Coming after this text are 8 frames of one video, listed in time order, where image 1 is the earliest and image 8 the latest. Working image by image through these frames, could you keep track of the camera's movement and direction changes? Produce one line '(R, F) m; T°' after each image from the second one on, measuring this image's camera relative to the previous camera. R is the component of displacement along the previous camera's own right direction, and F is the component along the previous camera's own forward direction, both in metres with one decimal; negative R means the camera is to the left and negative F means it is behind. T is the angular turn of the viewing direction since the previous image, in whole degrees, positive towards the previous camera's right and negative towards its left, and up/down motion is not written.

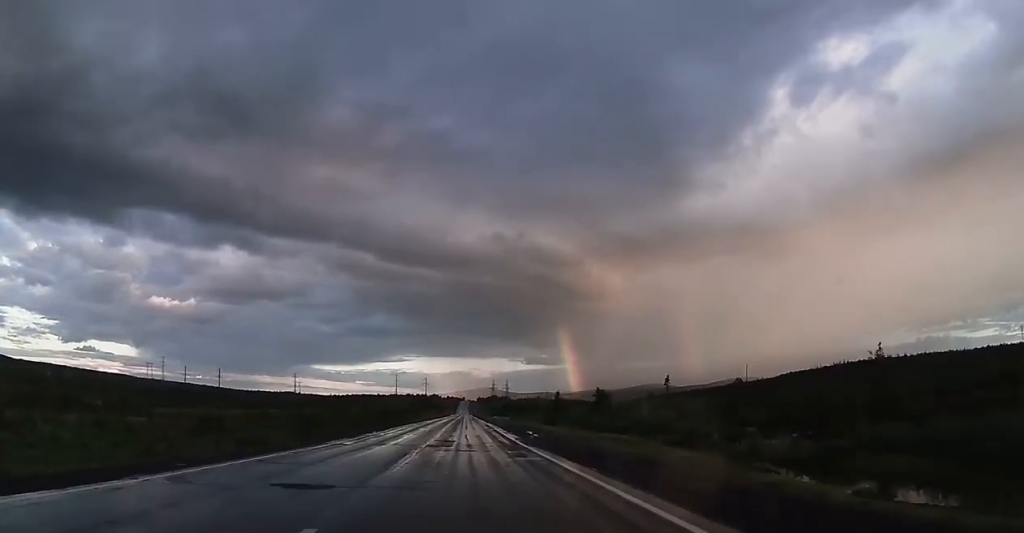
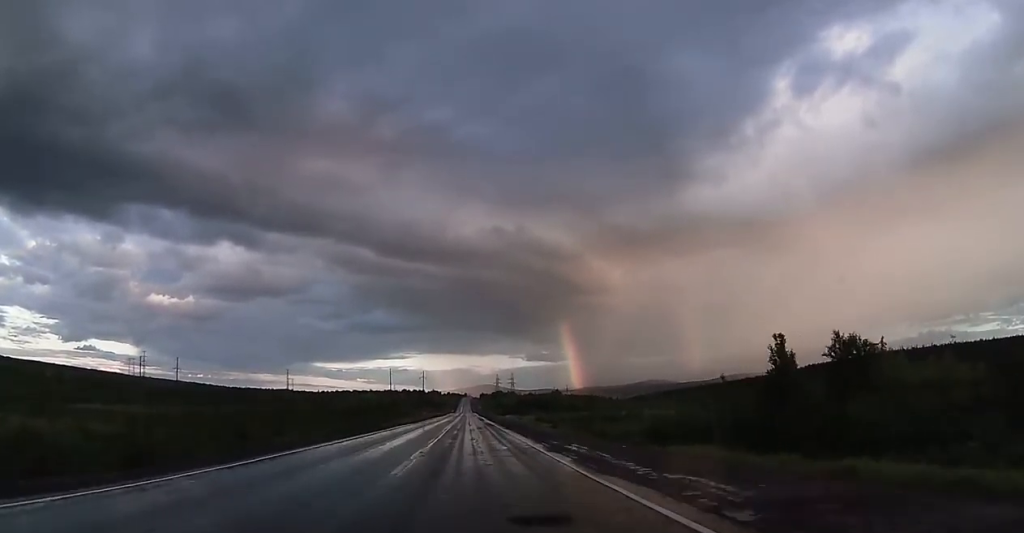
(0.0, +62.5) m; 0°
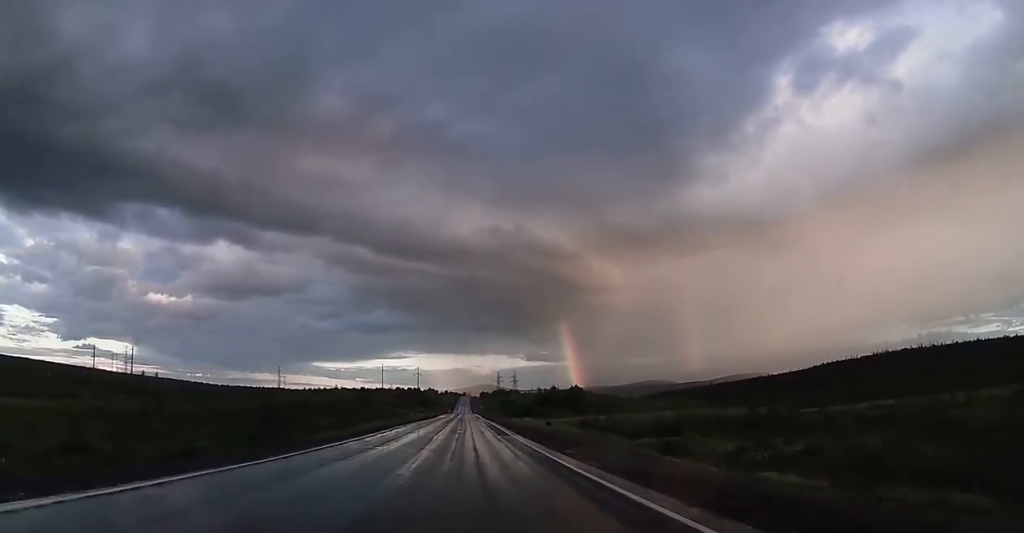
(0.0, +47.3) m; 0°
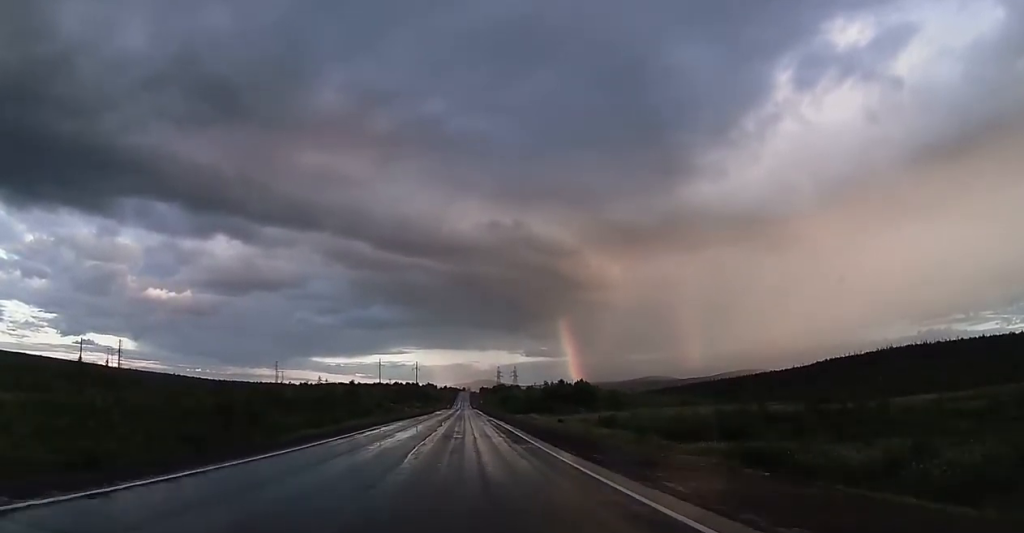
(0.0, +11.4) m; 0°
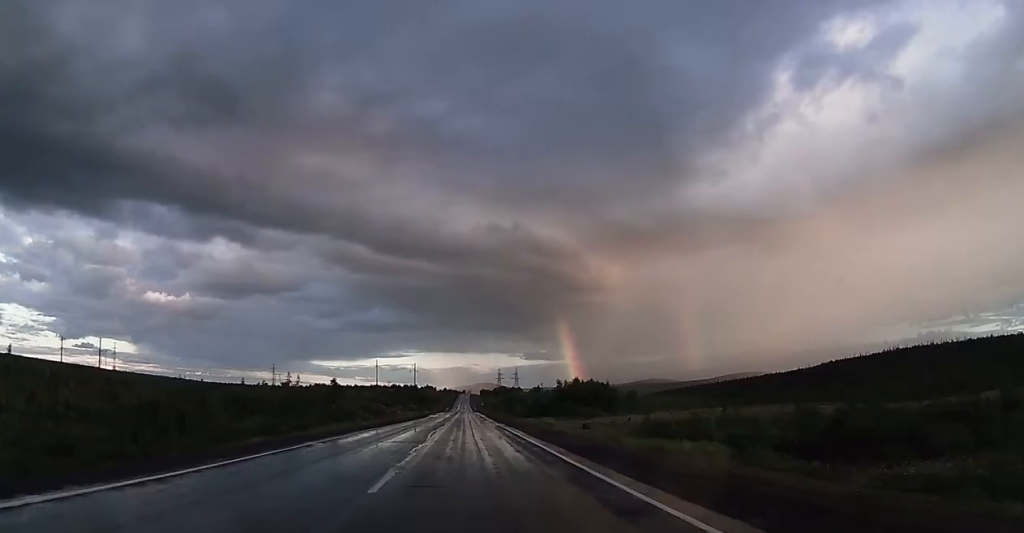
(0.0, +16.1) m; 0°
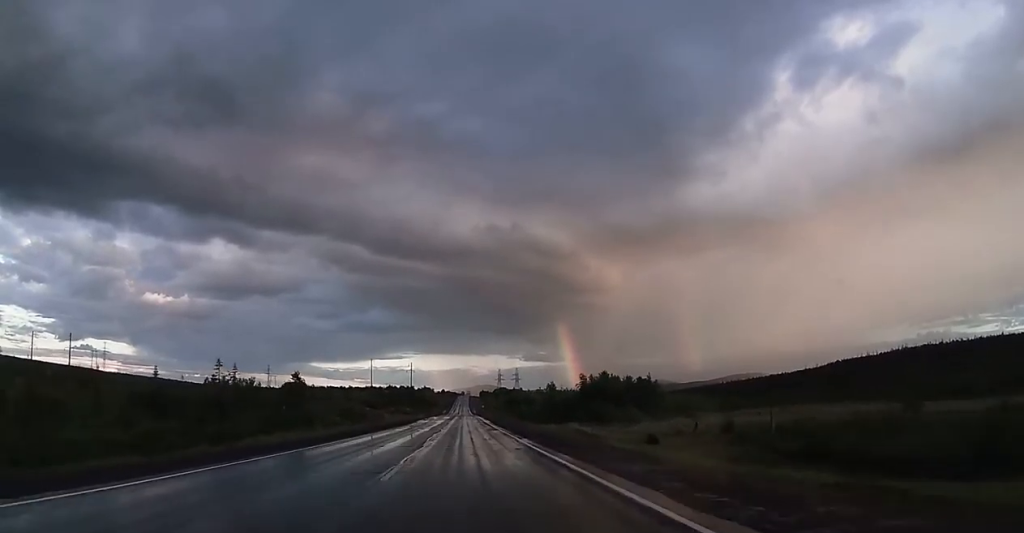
(0.0, +21.8) m; 0°
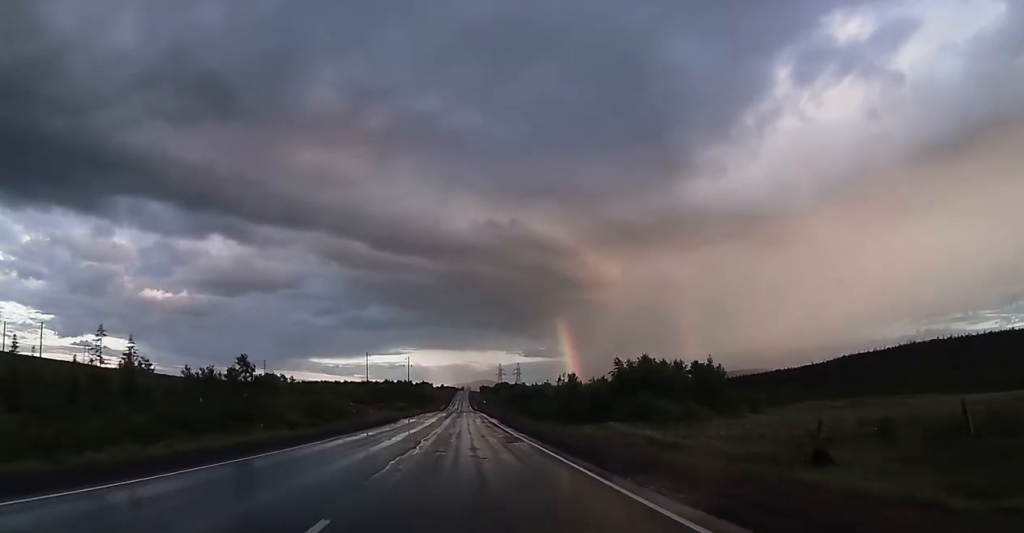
(0.0, +19.1) m; 0°
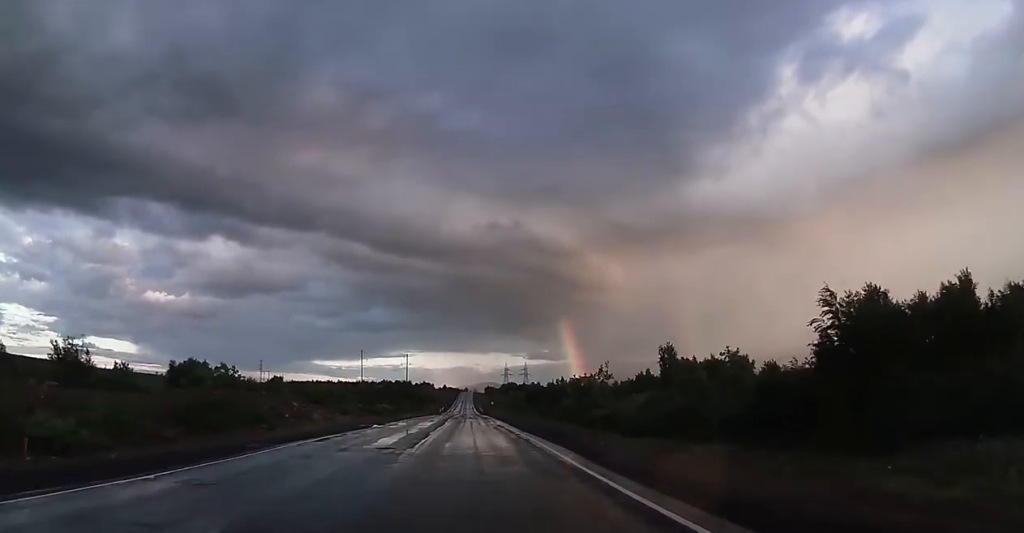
(+0.1, +37.2) m; 0°
